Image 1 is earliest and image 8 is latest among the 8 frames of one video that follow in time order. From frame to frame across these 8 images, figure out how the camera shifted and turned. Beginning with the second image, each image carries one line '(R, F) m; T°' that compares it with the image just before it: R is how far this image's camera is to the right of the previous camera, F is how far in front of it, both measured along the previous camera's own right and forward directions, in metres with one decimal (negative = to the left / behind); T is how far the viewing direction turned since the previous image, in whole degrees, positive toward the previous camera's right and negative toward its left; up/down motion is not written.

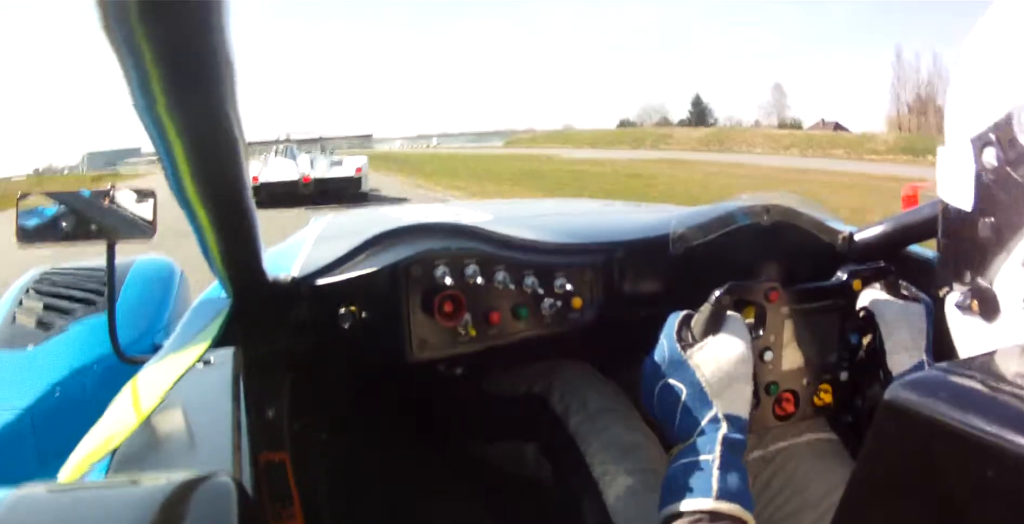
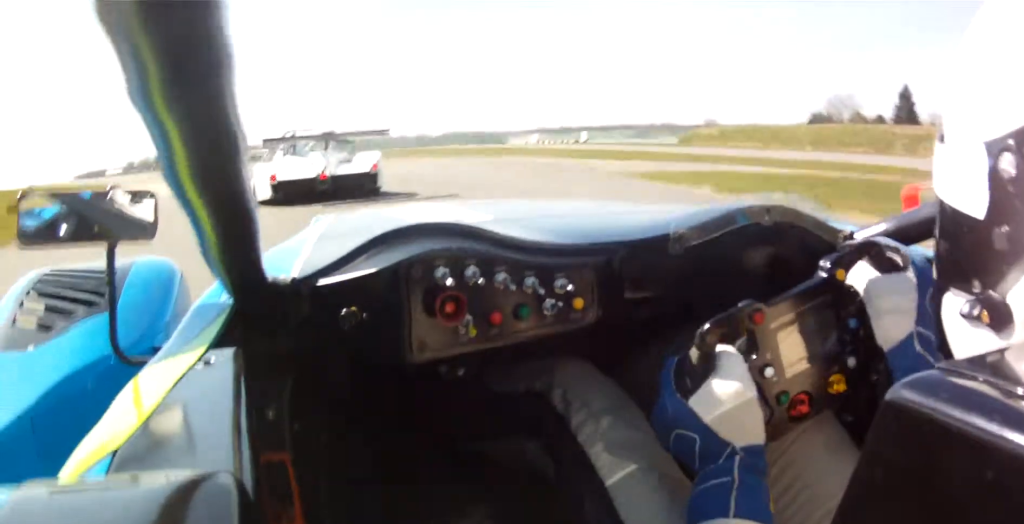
(-1.5, +36.4) m; -9°
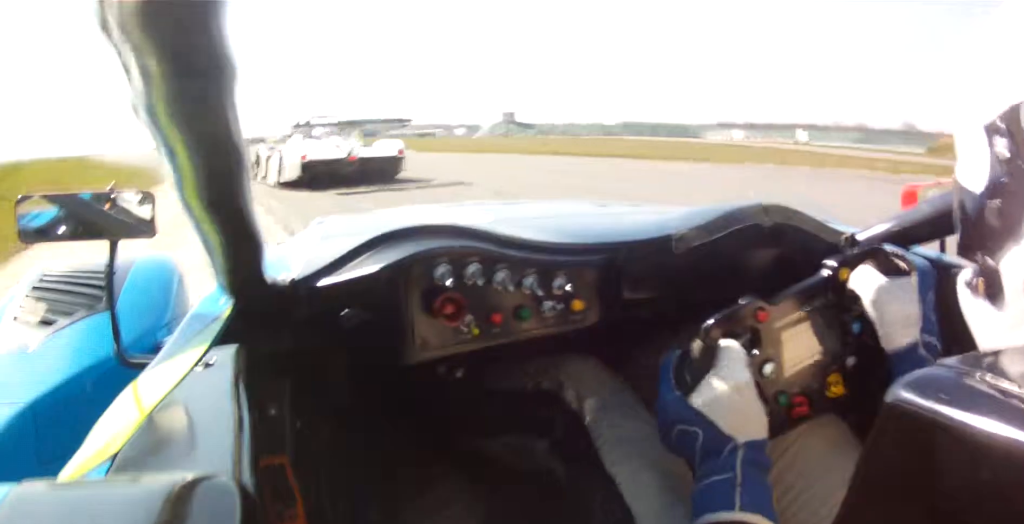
(-3.2, +23.7) m; -5°
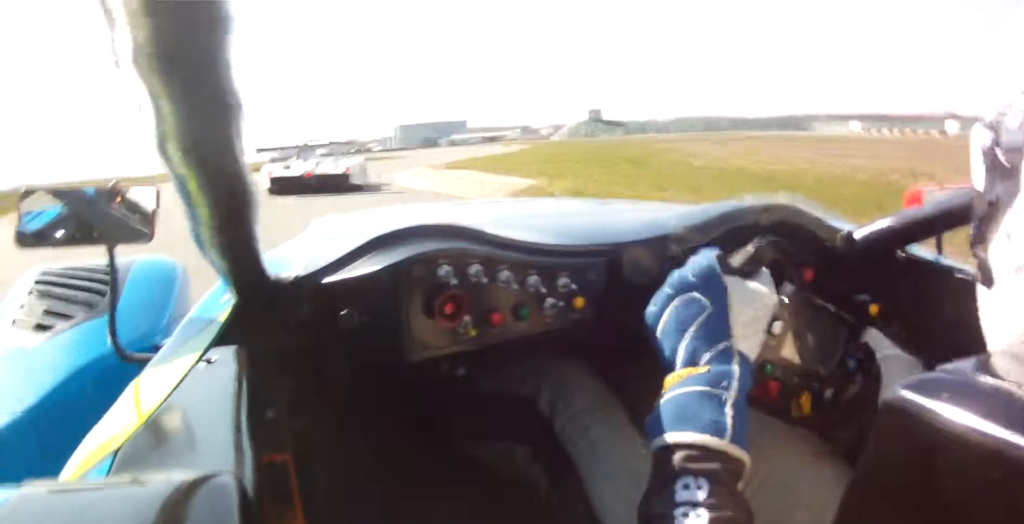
(-1.2, +35.4) m; +1°
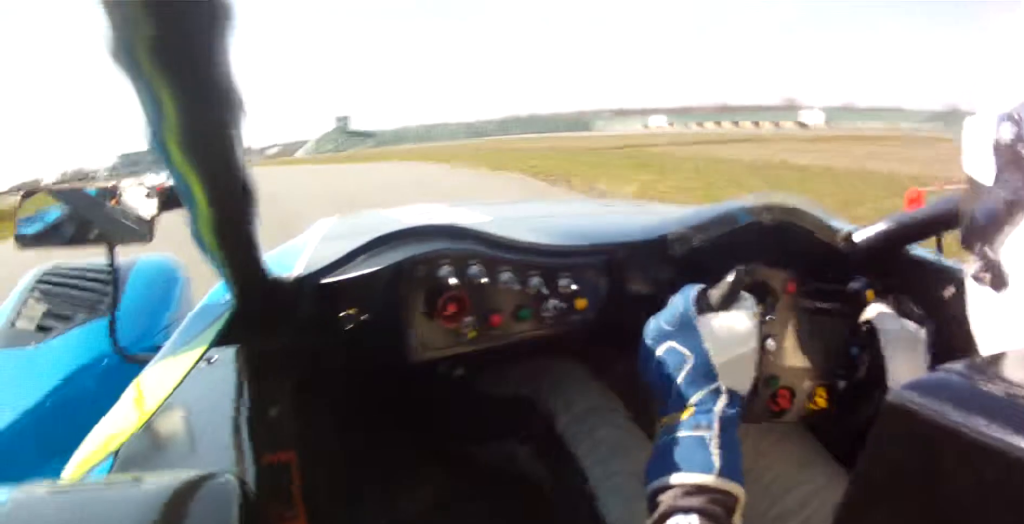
(+2.1, +36.1) m; +4°
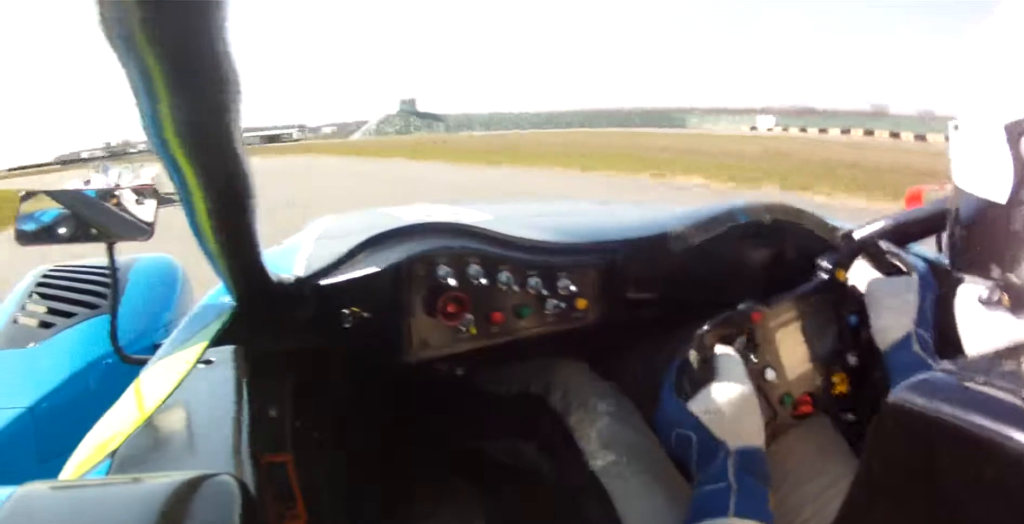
(0.0, +22.4) m; -8°
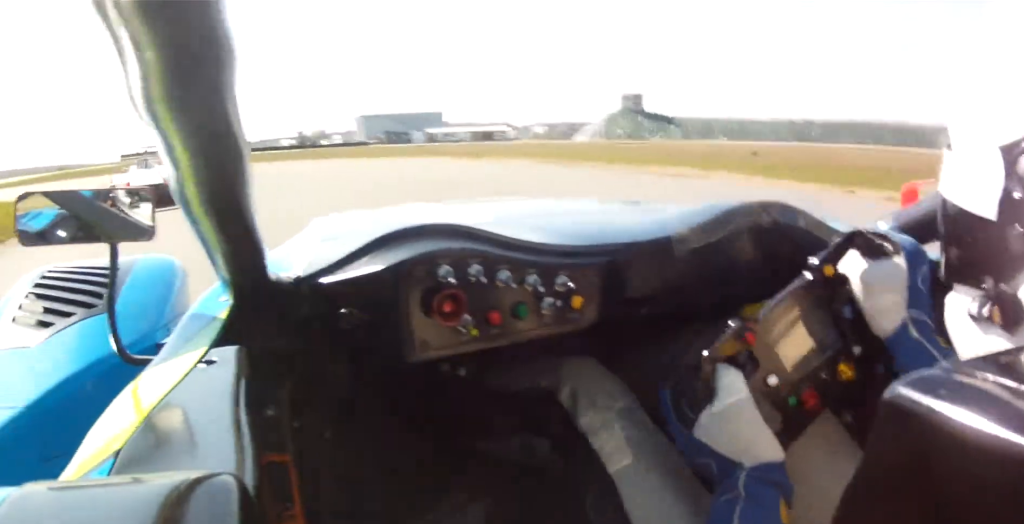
(-0.1, +18.4) m; -12°
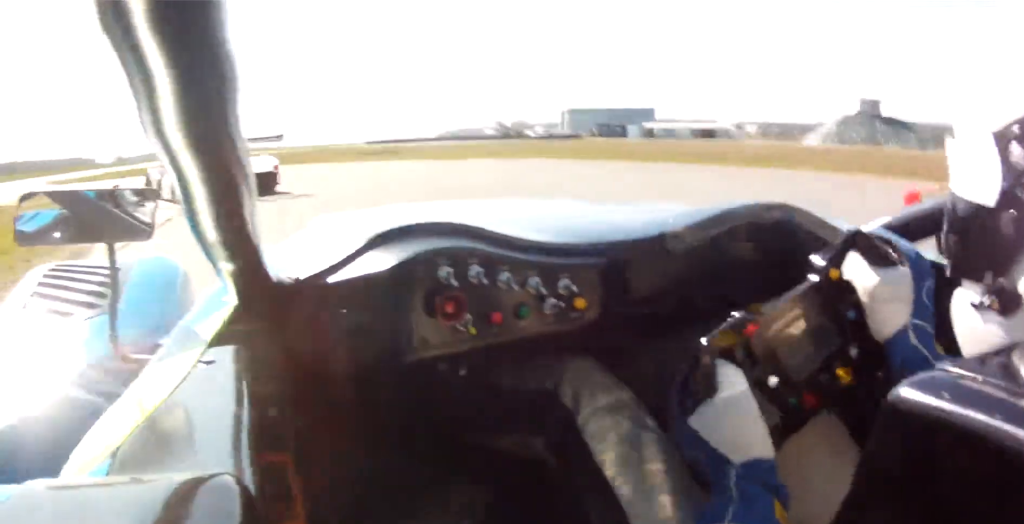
(-3.1, +11.7) m; -8°
